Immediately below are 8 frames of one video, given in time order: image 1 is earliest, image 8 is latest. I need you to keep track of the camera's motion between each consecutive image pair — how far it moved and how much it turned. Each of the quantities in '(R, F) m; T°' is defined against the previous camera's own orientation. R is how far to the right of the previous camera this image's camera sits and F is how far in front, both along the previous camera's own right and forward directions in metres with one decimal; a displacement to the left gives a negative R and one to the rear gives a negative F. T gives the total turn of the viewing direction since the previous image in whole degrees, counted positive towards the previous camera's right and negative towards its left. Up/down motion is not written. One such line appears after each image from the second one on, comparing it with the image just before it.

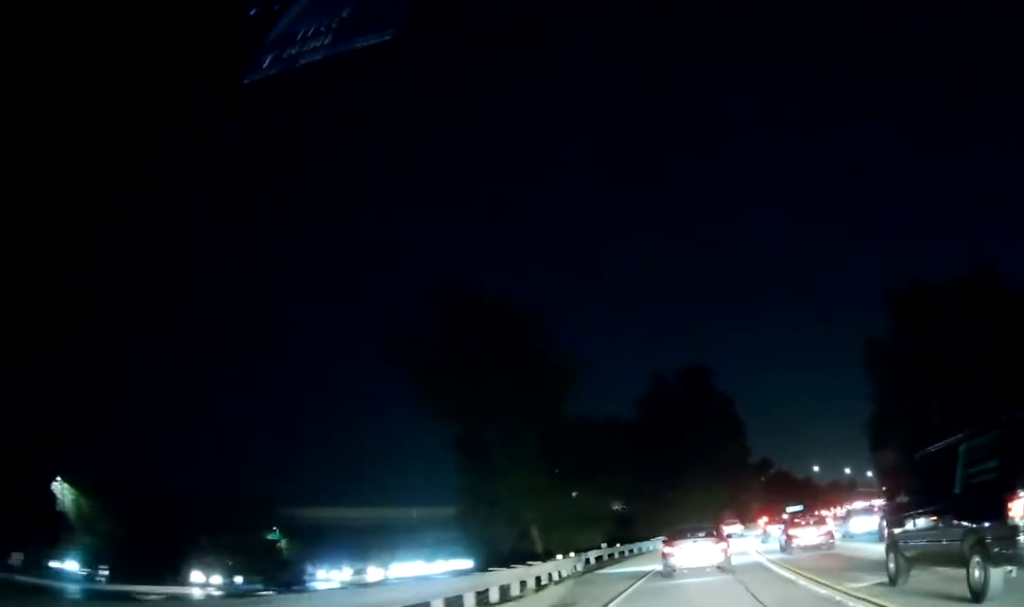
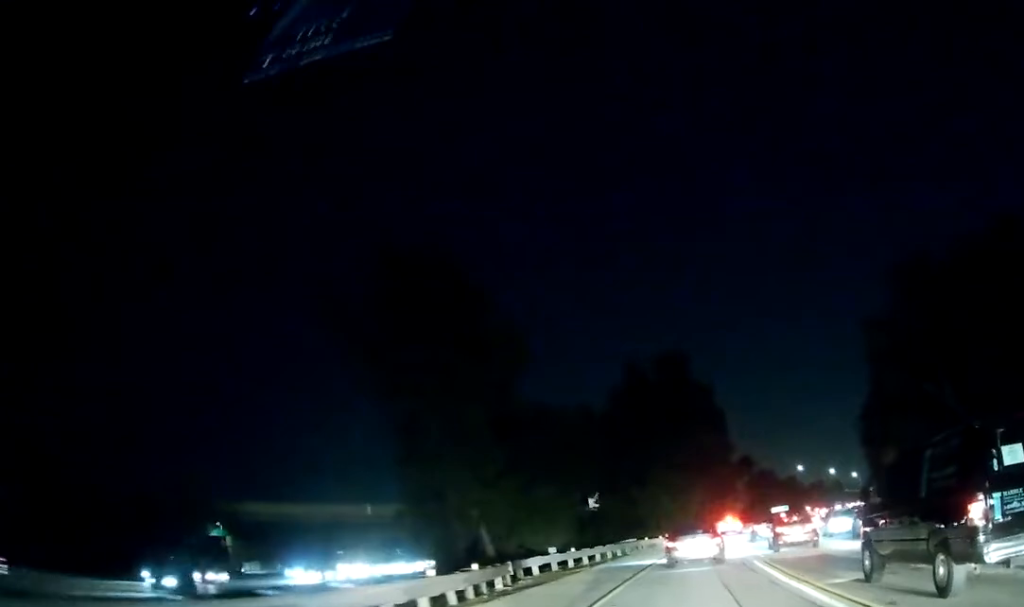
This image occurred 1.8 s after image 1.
(0.0, +7.4) m; 0°
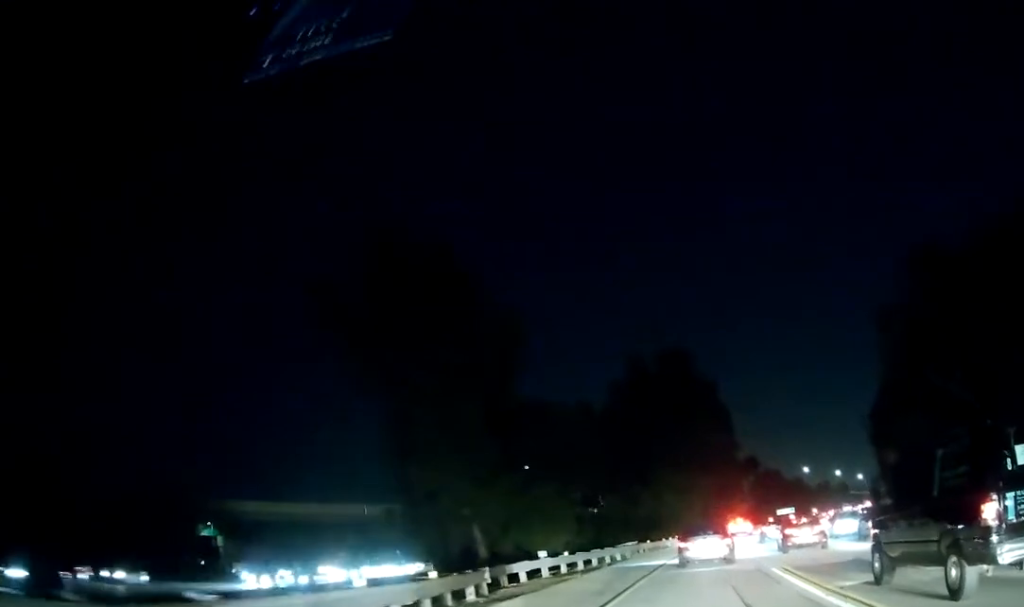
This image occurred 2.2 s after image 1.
(-0.1, +3.2) m; +1°
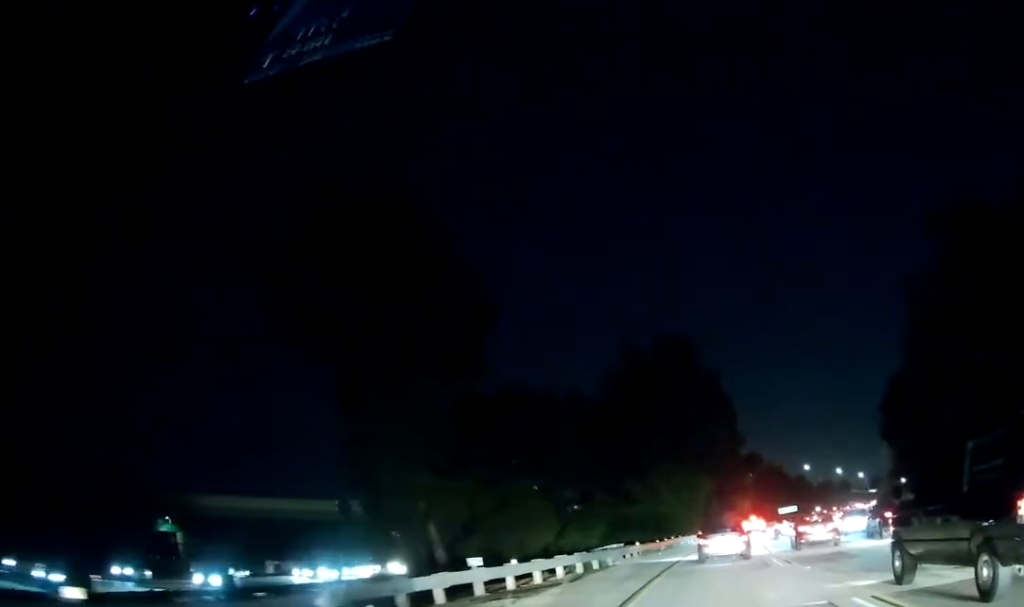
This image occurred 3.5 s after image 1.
(+0.2, +9.2) m; +1°
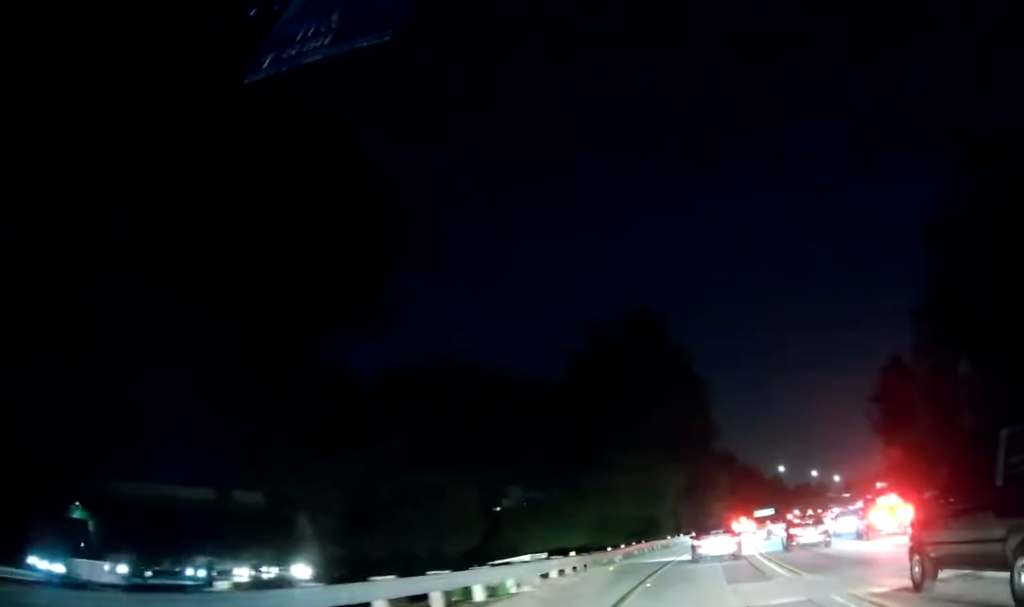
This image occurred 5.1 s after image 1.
(0.0, +12.8) m; 0°
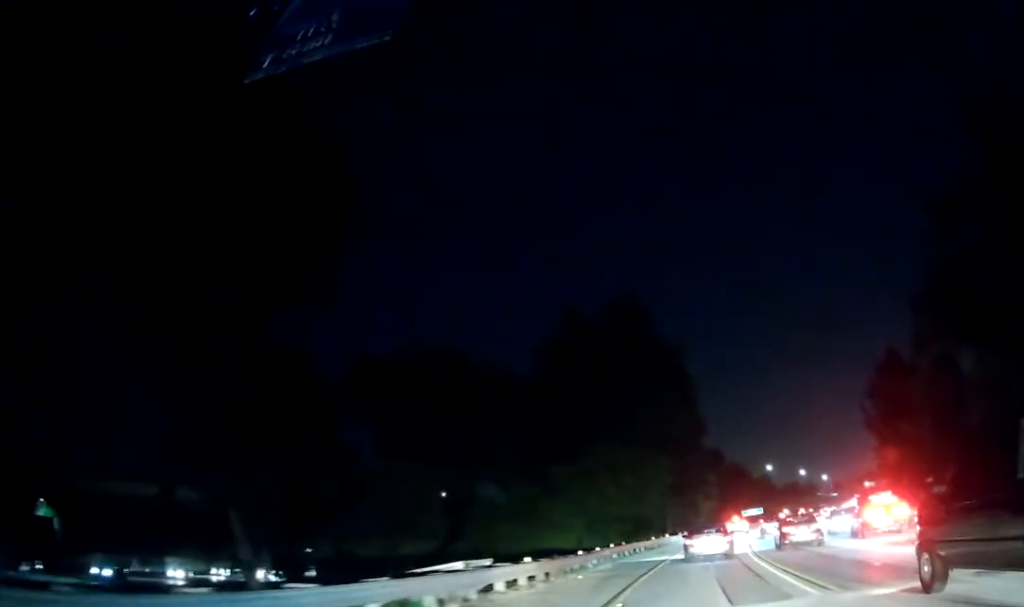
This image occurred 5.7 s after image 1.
(0.0, +4.7) m; 0°
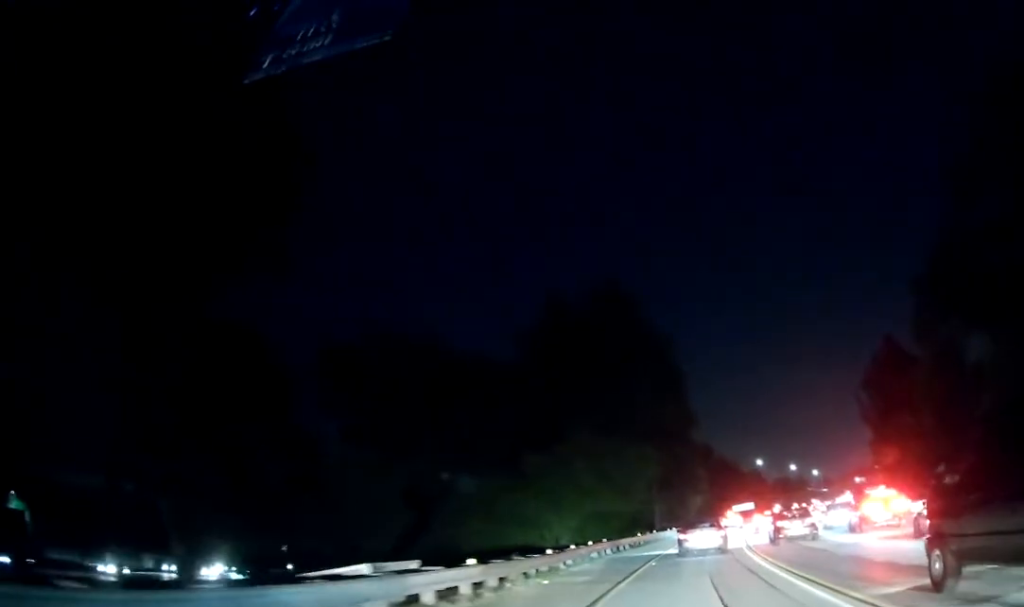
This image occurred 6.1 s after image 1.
(-0.1, +3.8) m; +1°
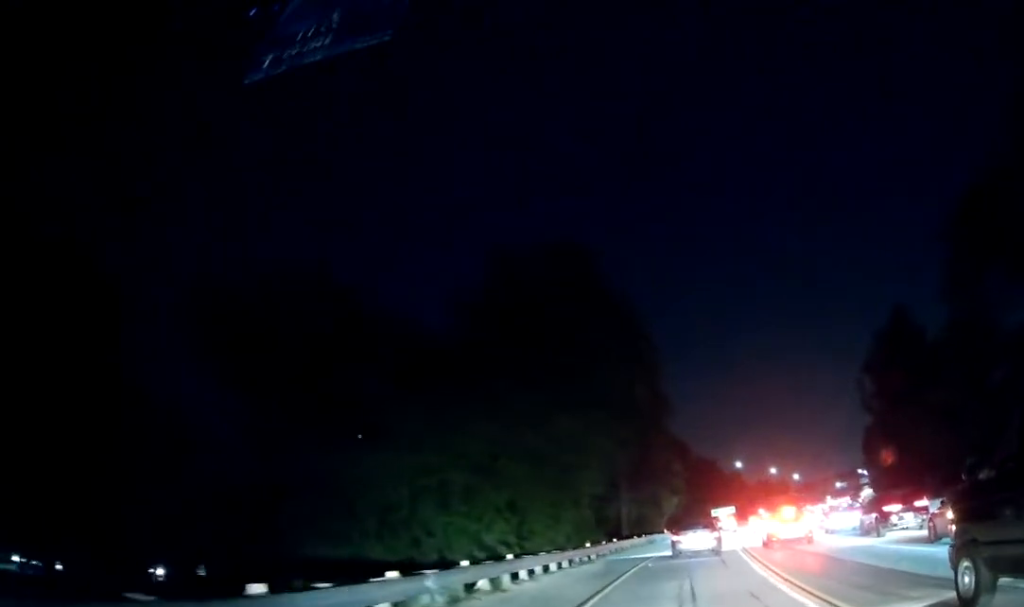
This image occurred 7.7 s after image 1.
(+0.8, +14.5) m; +4°
